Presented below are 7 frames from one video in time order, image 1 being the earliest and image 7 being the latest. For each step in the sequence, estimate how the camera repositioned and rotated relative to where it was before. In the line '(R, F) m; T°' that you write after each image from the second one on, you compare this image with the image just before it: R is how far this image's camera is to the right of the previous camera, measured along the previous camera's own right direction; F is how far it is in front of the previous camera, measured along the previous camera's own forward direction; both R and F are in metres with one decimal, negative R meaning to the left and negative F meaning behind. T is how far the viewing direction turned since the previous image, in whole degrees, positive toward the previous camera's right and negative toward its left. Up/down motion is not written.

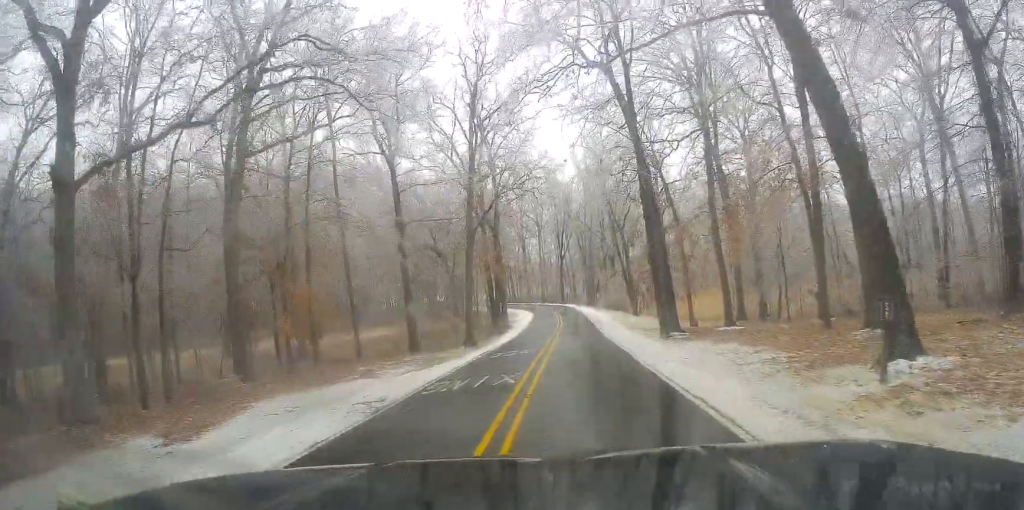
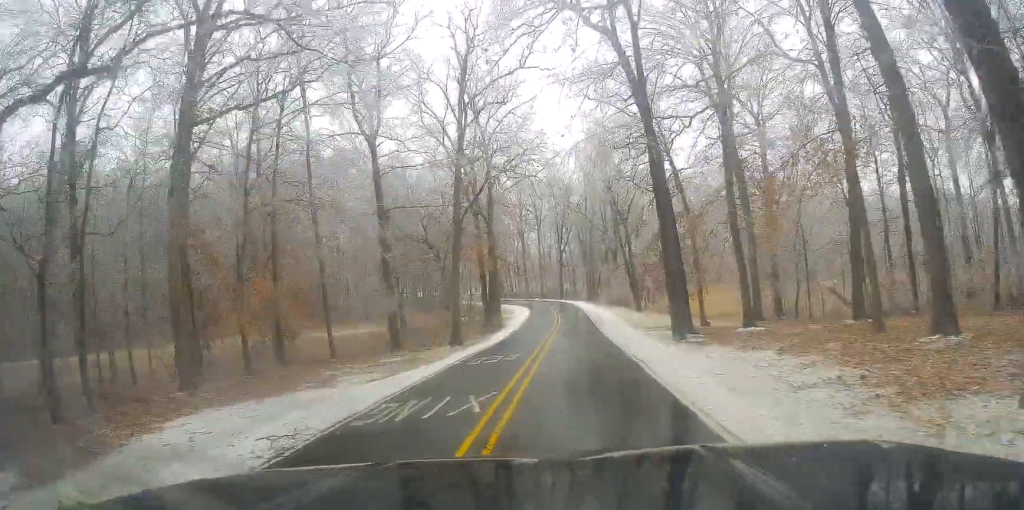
(-0.3, +4.7) m; -3°
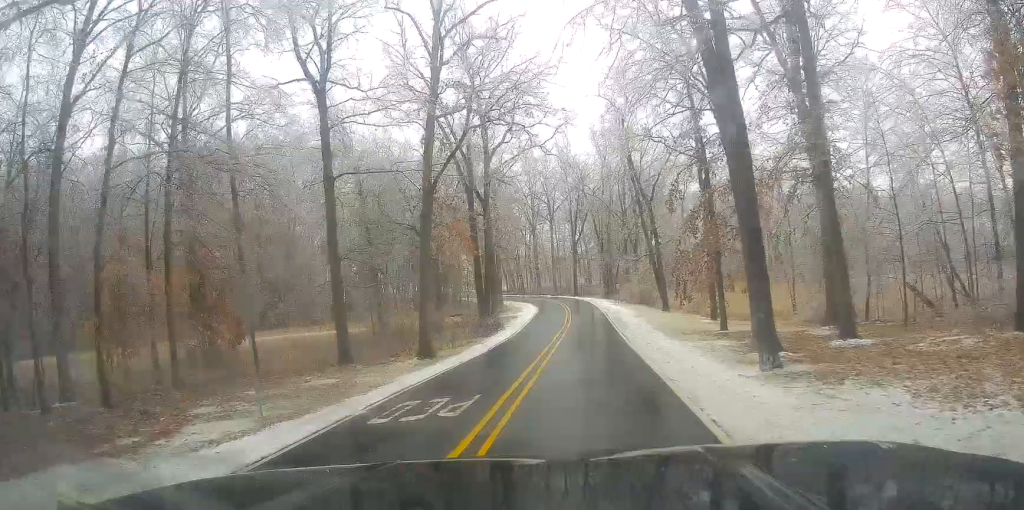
(-0.2, +11.0) m; -1°
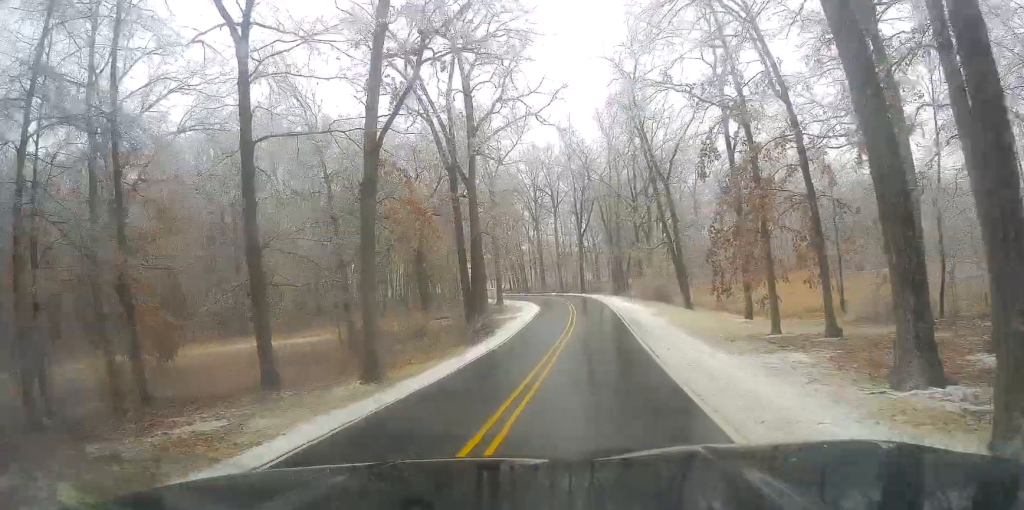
(0.0, +8.5) m; -4°
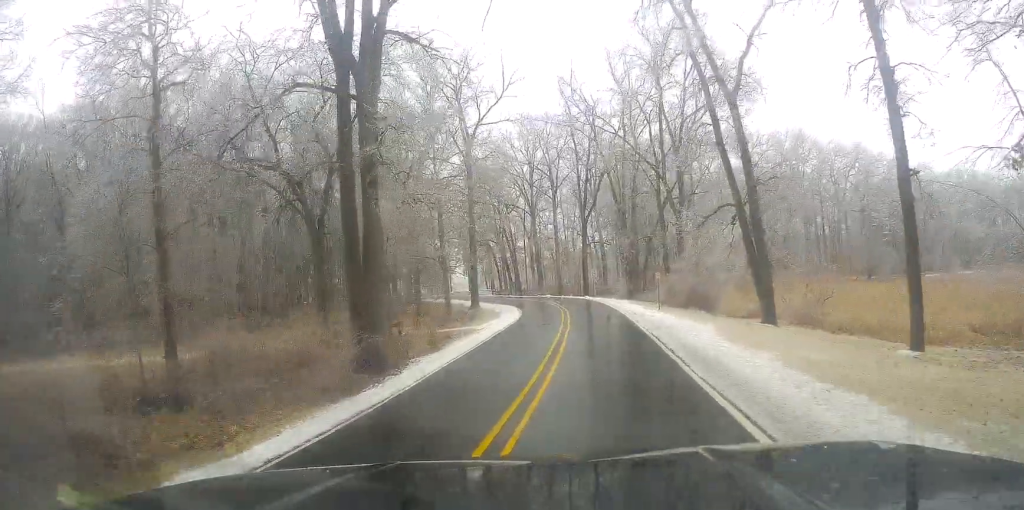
(-0.1, +20.4) m; +4°
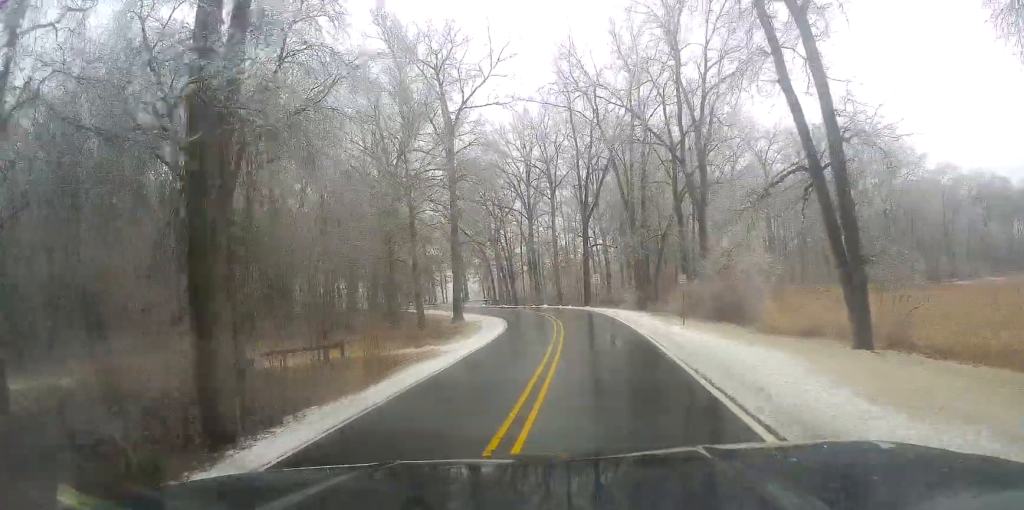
(+0.1, +9.3) m; -2°
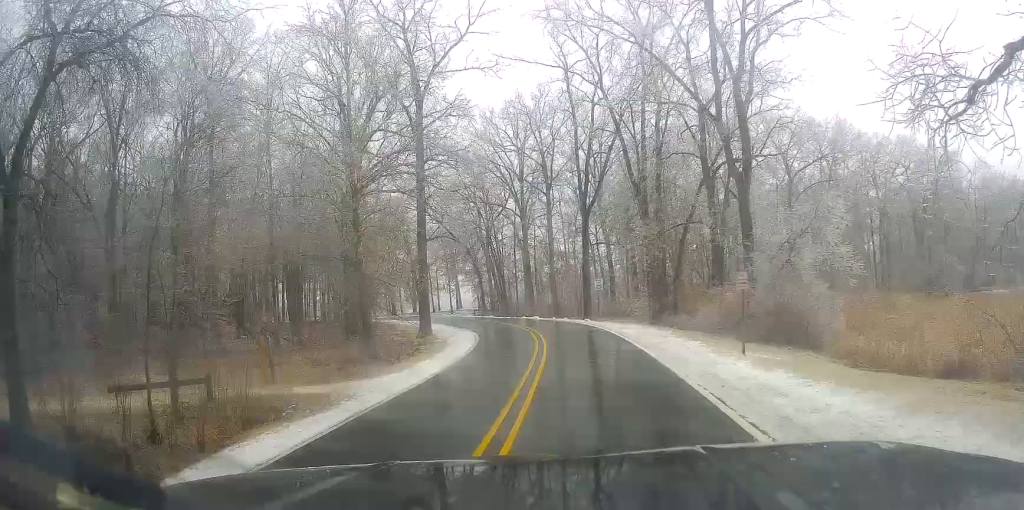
(-0.4, +11.1) m; 0°
